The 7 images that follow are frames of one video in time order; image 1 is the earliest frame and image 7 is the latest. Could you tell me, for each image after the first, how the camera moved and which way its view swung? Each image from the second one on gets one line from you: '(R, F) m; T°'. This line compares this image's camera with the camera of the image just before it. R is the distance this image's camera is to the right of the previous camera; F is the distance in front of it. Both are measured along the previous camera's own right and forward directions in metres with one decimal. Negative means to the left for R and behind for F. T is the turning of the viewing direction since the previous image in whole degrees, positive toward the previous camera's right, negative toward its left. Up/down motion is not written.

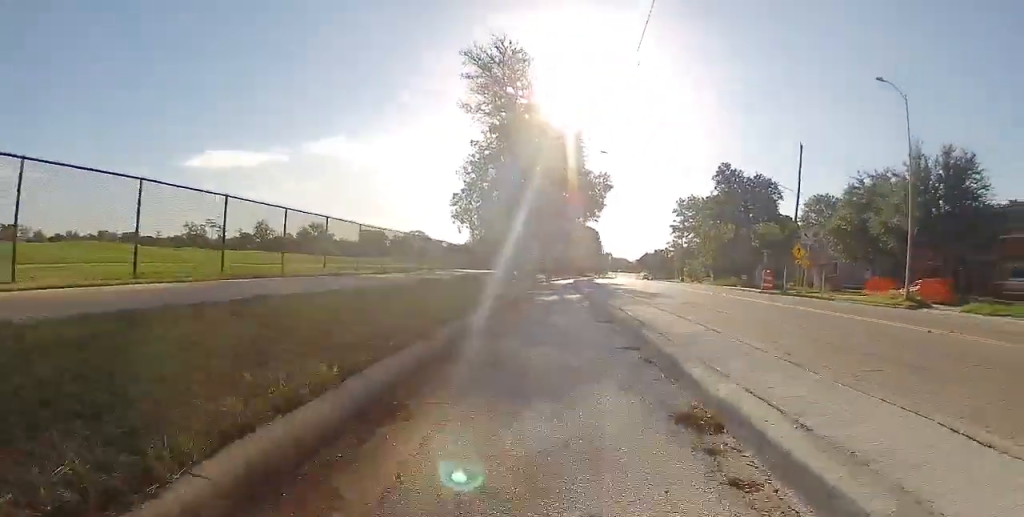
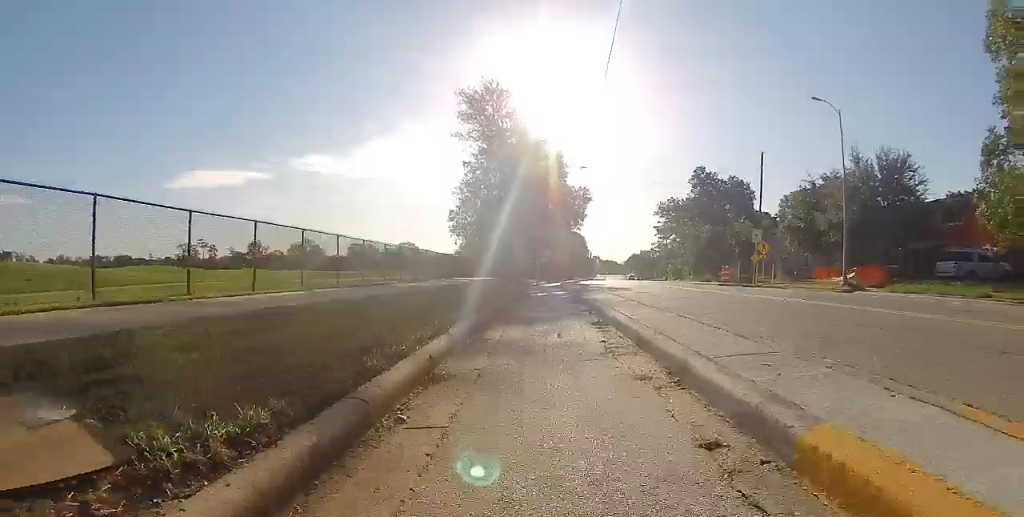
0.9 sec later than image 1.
(0.0, +5.4) m; -1°
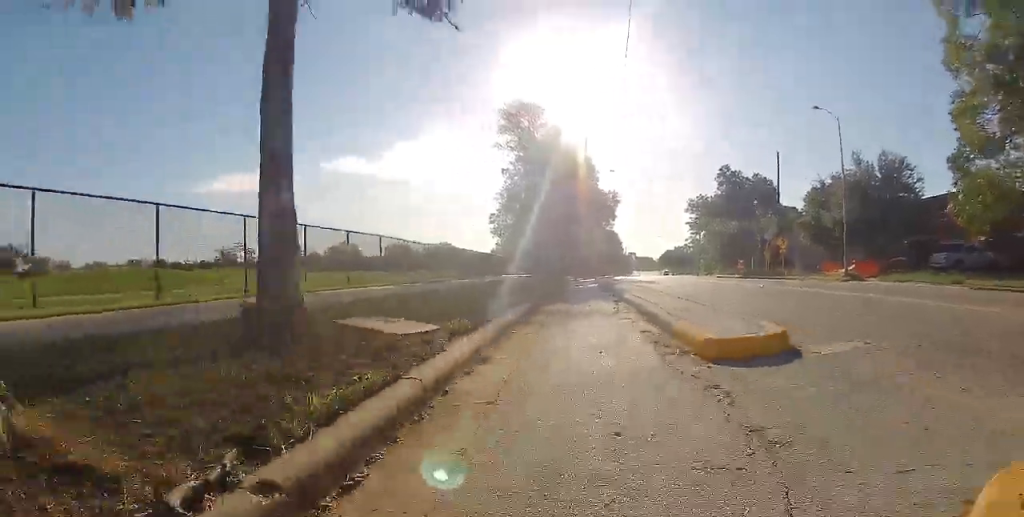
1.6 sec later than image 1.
(0.0, +4.3) m; -2°
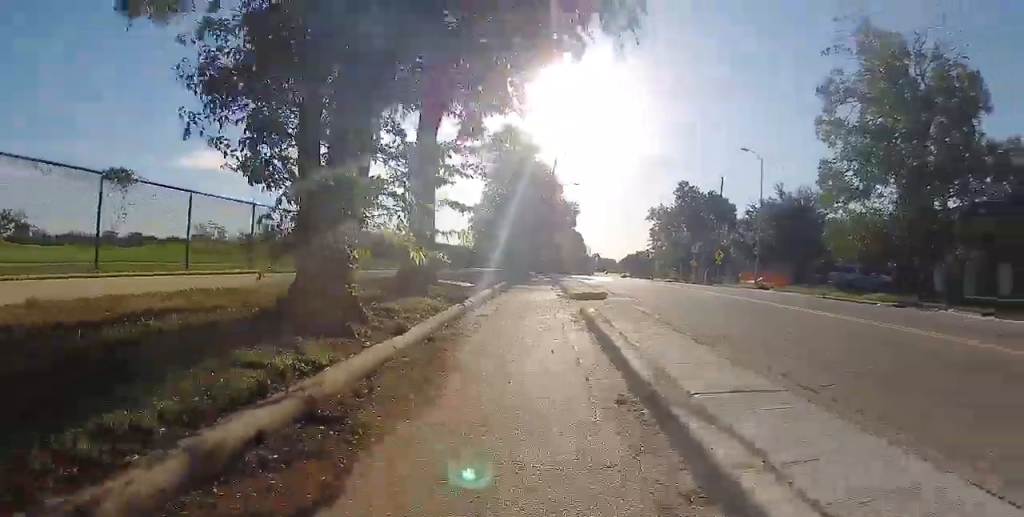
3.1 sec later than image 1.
(-0.5, +9.5) m; -1°
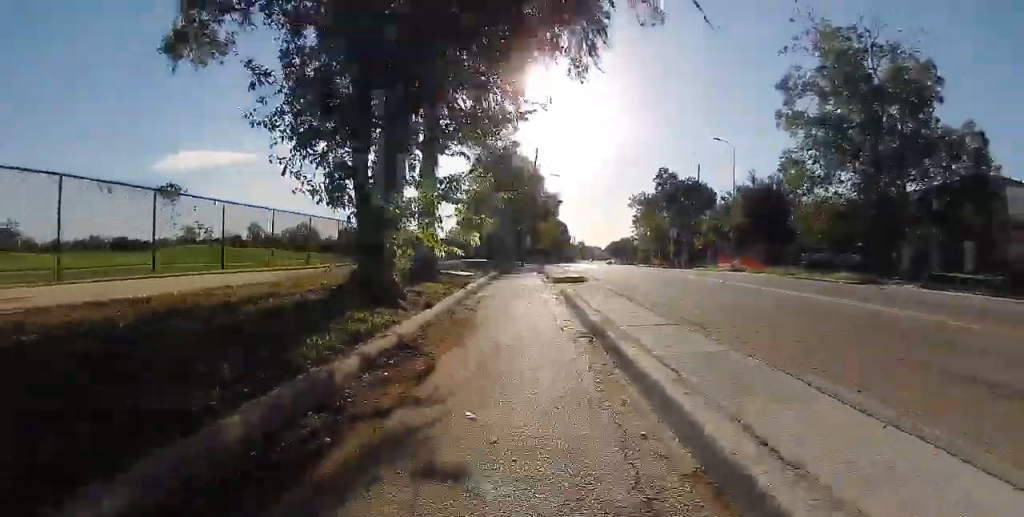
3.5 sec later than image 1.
(0.0, +2.7) m; +1°
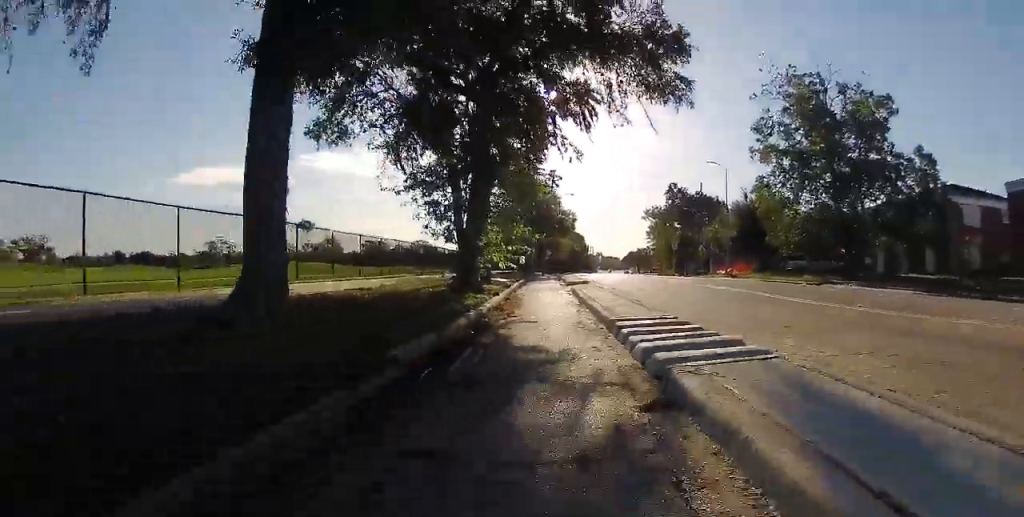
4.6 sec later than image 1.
(+0.4, +7.9) m; +3°
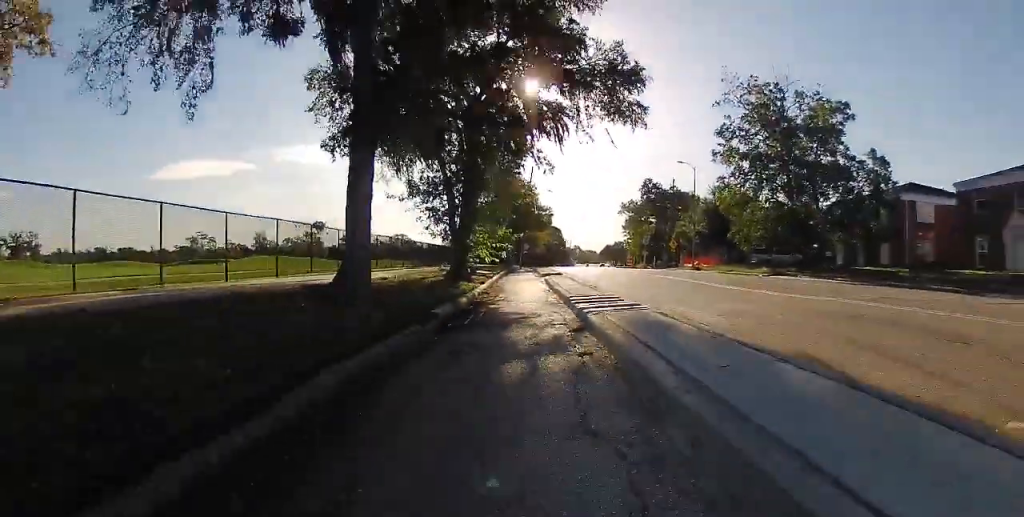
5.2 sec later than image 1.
(-0.1, +3.8) m; 0°
